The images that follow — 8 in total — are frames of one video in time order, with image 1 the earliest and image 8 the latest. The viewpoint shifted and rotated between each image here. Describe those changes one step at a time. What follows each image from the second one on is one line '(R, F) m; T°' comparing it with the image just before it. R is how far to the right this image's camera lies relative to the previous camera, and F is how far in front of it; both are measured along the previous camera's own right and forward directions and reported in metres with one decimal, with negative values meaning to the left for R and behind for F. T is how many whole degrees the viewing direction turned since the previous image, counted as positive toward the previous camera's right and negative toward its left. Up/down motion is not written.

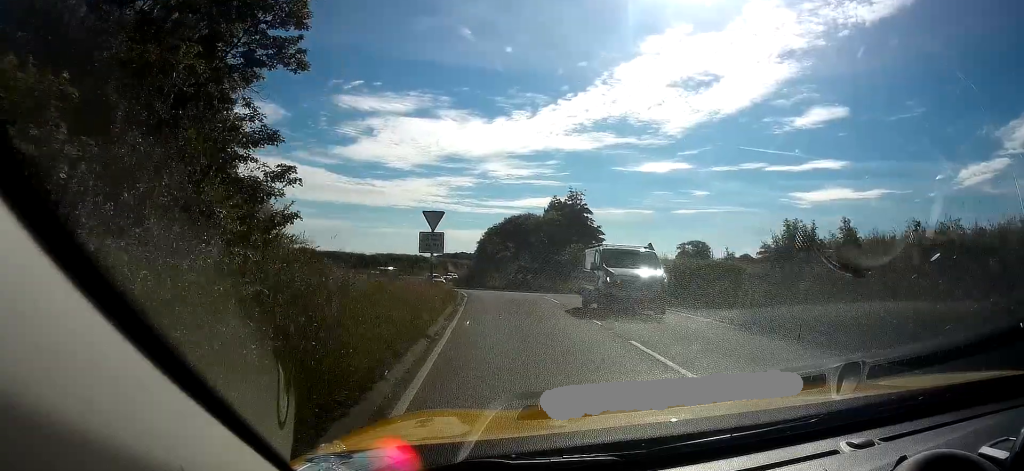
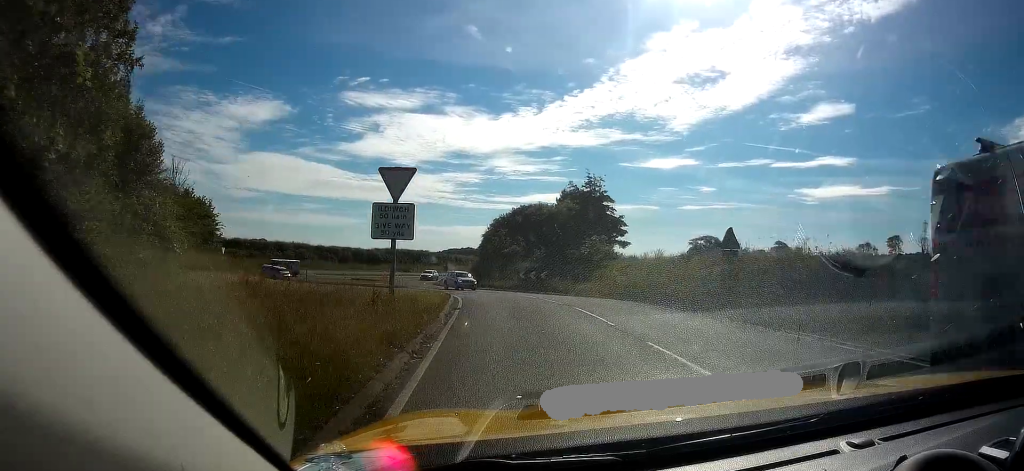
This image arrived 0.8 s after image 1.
(+0.1, +9.3) m; +1°
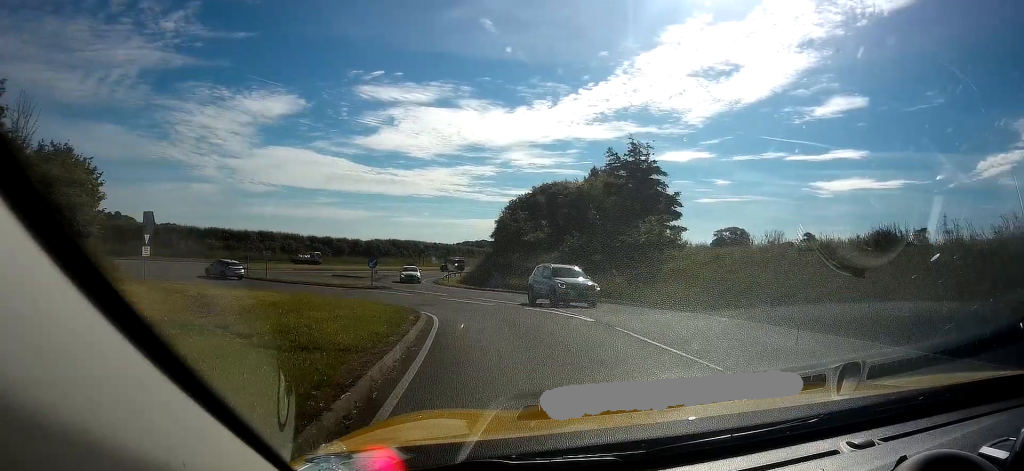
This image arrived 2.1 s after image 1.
(0.0, +14.9) m; -1°
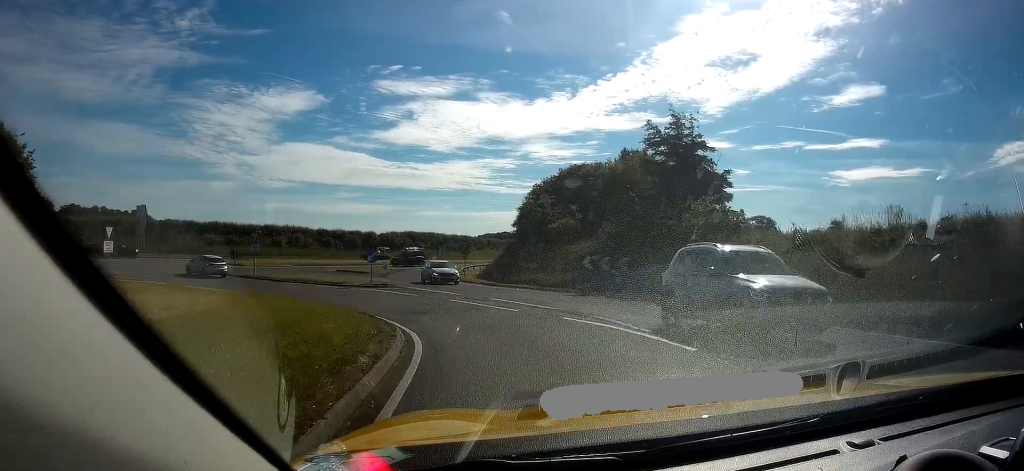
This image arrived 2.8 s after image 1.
(0.0, +6.8) m; -2°
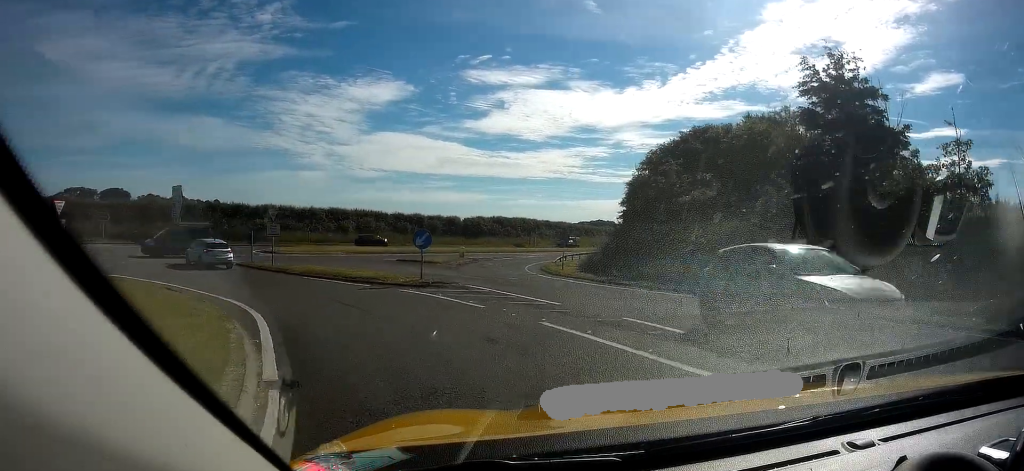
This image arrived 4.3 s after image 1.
(-0.8, +12.5) m; -10°
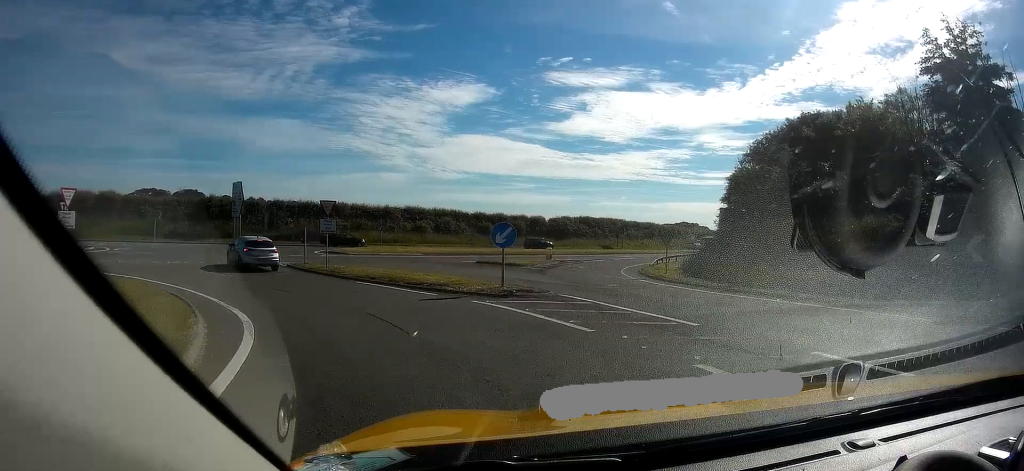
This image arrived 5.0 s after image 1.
(-0.3, +4.9) m; -8°
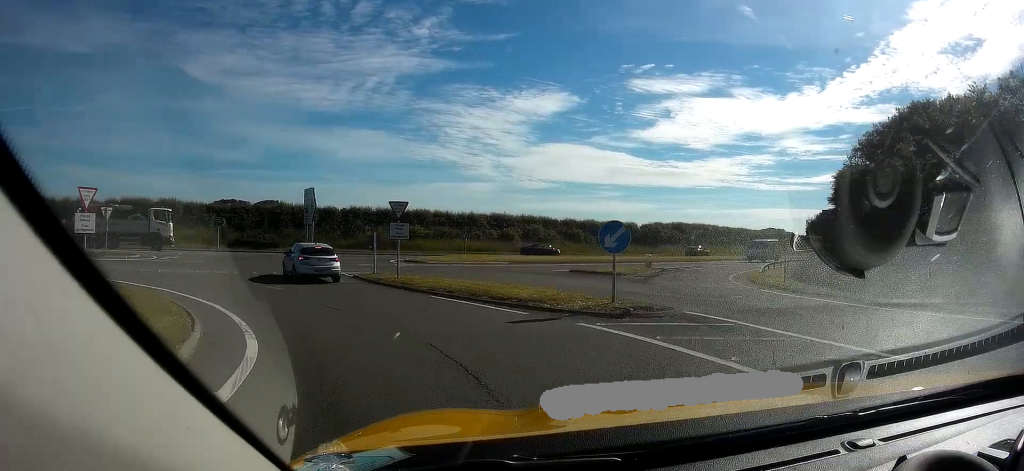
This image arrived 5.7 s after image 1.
(-0.2, +4.1) m; -10°
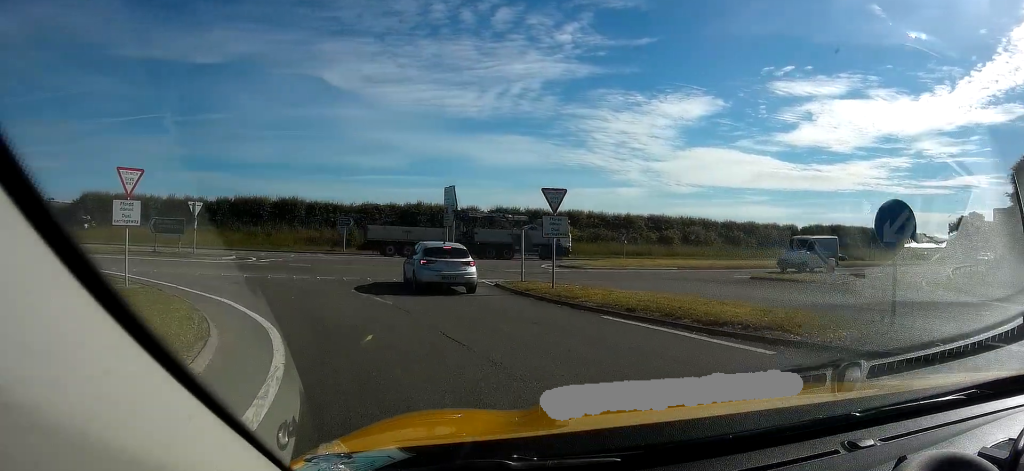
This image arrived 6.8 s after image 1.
(-0.9, +5.3) m; -19°
